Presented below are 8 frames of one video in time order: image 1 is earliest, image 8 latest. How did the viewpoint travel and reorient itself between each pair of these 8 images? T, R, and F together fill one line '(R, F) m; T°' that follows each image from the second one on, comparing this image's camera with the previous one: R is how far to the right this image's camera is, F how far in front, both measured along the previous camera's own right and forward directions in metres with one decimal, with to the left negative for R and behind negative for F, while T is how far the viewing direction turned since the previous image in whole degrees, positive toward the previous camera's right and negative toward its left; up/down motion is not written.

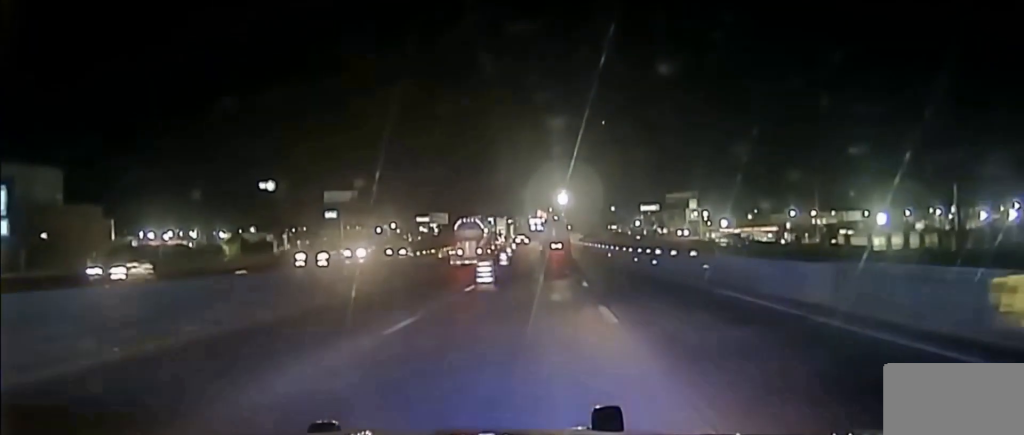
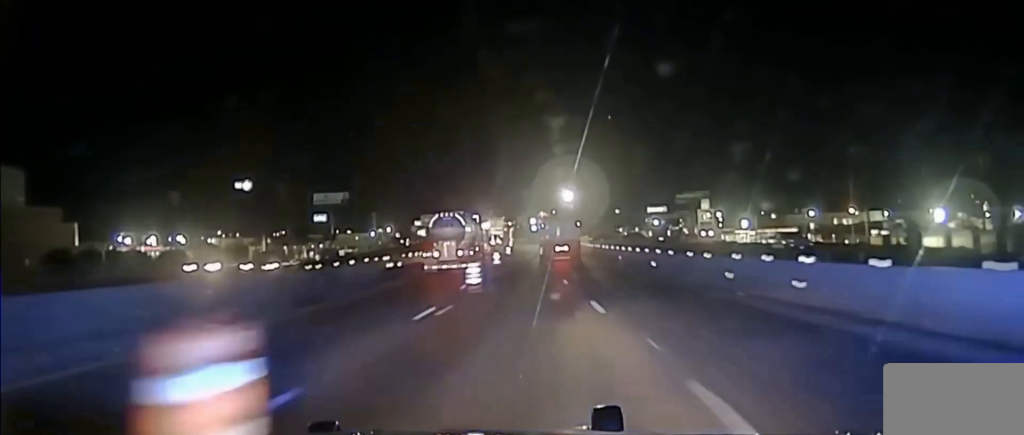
(0.0, +24.3) m; 0°
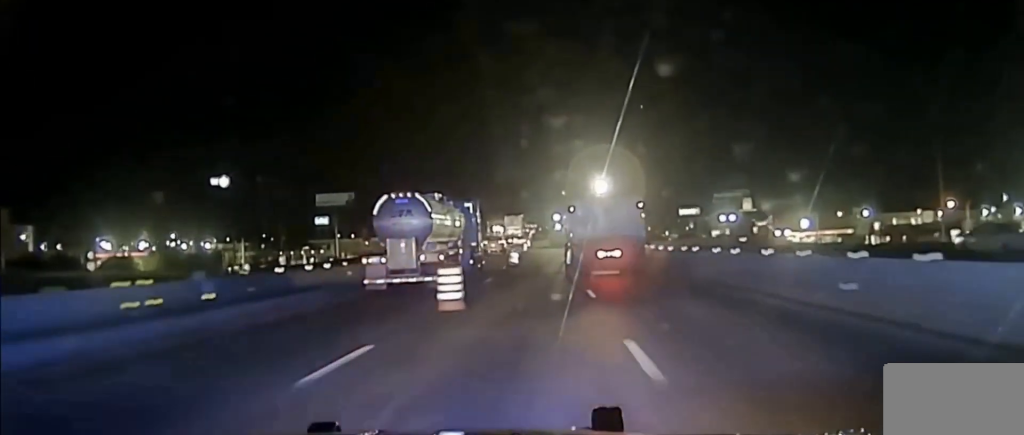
(0.0, +29.9) m; 0°
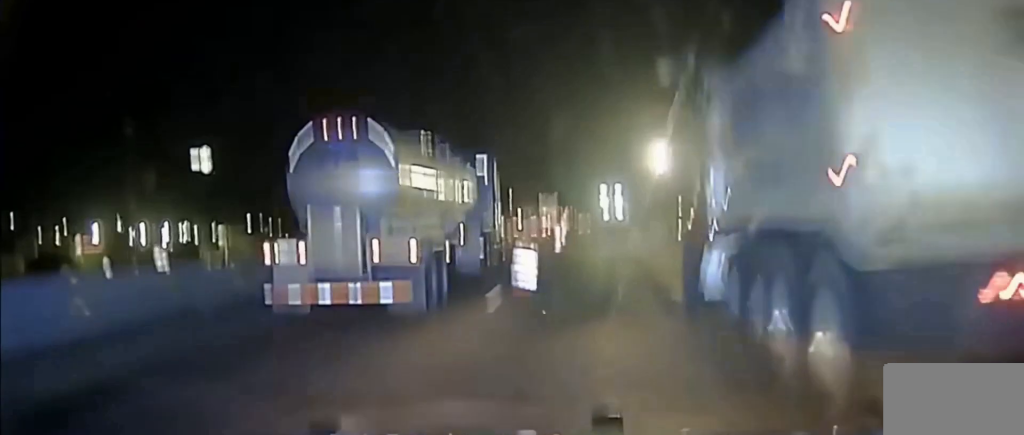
(-0.7, +32.2) m; -3°
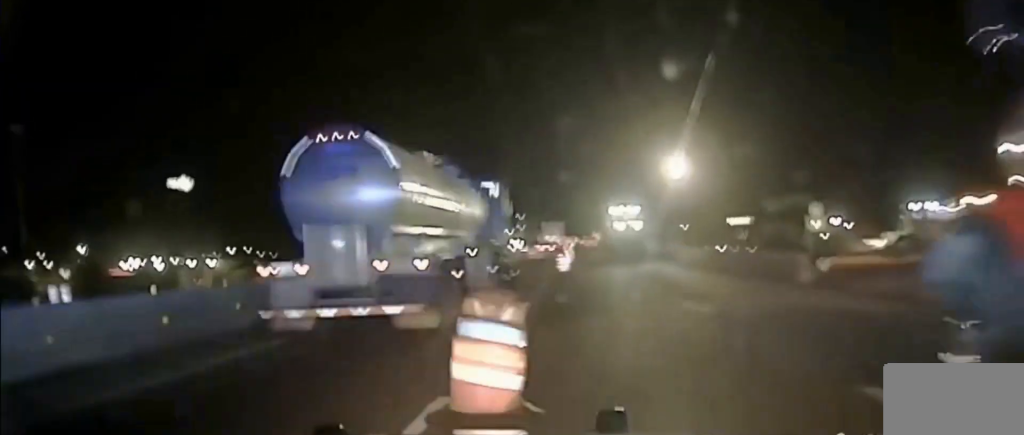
(-0.3, +16.1) m; -2°
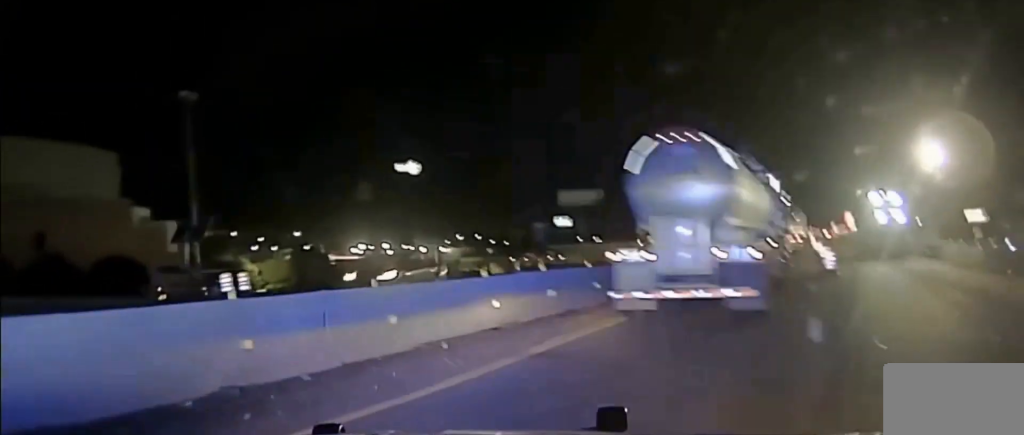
(0.0, +9.7) m; -2°
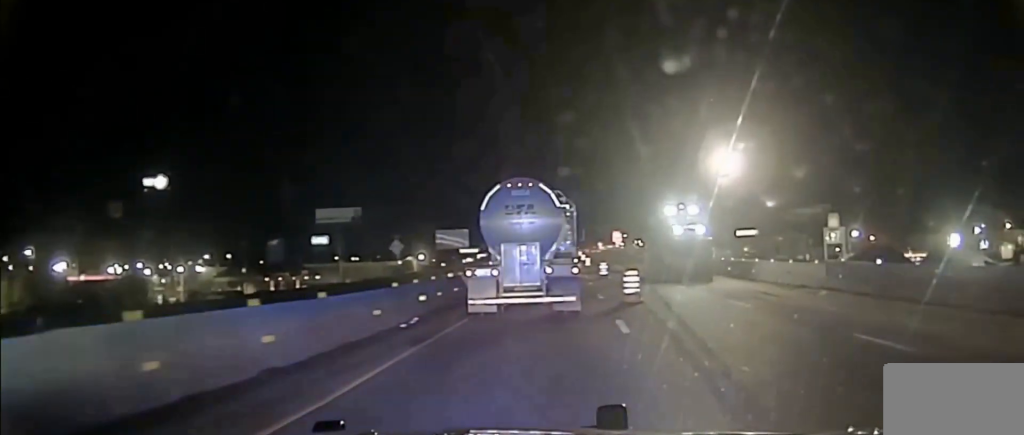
(-0.5, +10.7) m; +1°
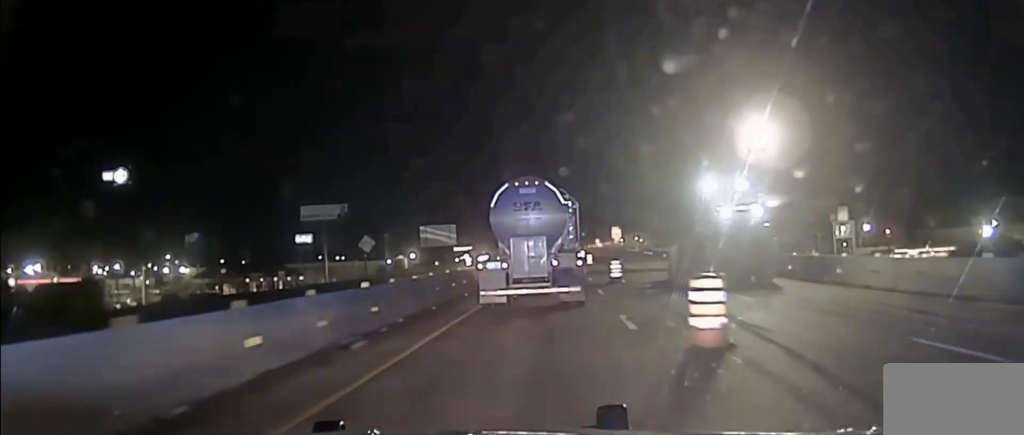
(+0.7, +10.8) m; +5°
